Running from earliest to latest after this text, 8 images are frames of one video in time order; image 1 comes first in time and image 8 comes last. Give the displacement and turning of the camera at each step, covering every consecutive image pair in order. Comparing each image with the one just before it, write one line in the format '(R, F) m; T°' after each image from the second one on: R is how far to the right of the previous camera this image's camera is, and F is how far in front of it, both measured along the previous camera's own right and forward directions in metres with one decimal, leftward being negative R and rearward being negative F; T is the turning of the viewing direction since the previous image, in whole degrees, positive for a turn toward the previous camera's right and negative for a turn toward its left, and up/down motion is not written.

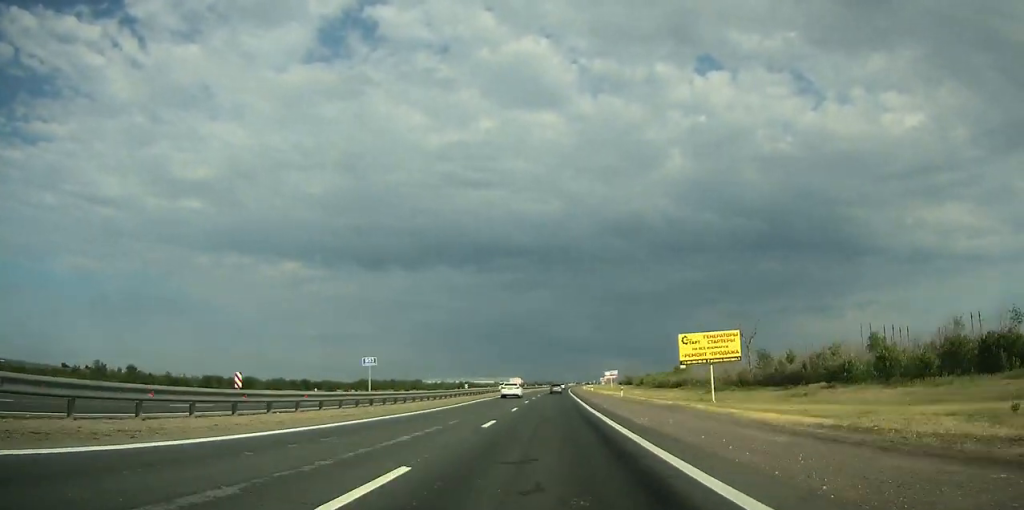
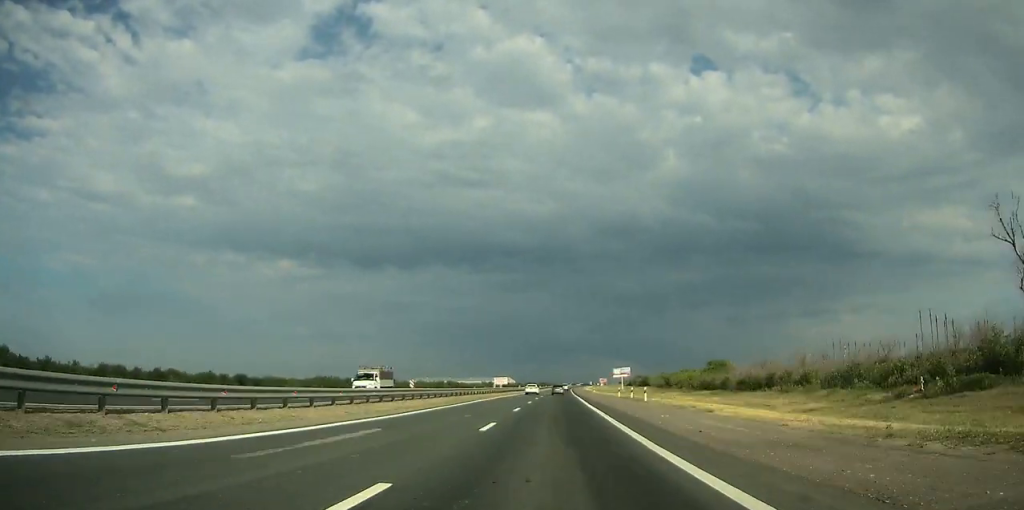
(+0.5, +60.8) m; +1°
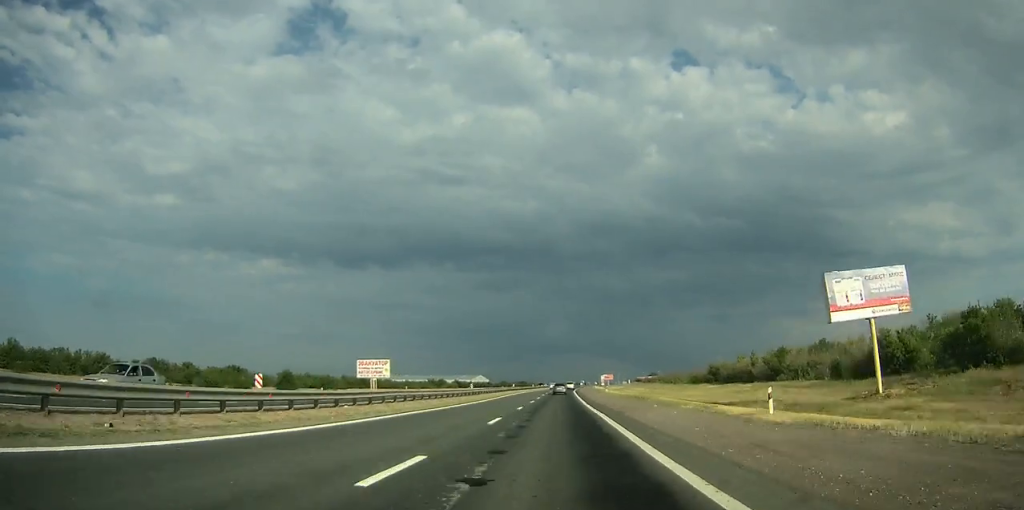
(+2.5, +180.1) m; +2°
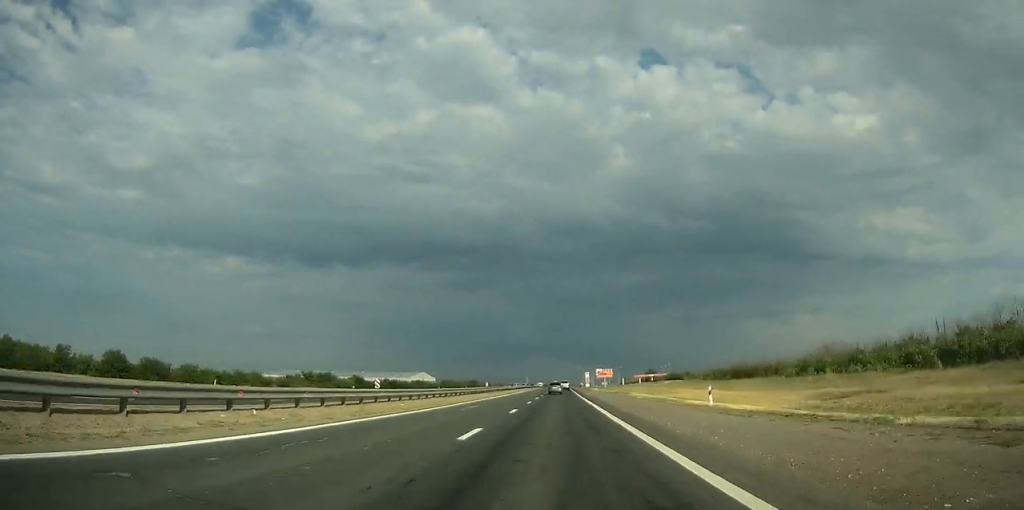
(+3.0, +147.8) m; +2°
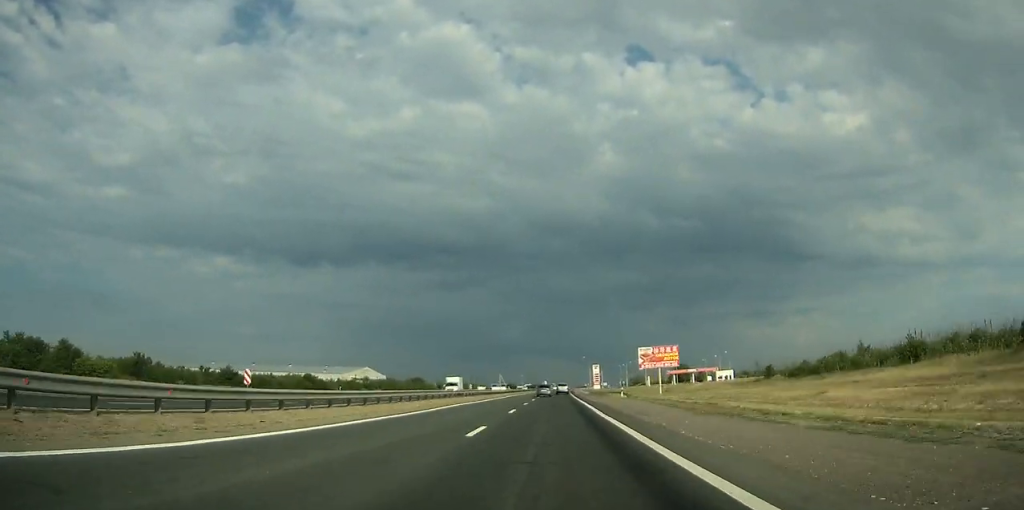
(+1.2, +128.3) m; +1°
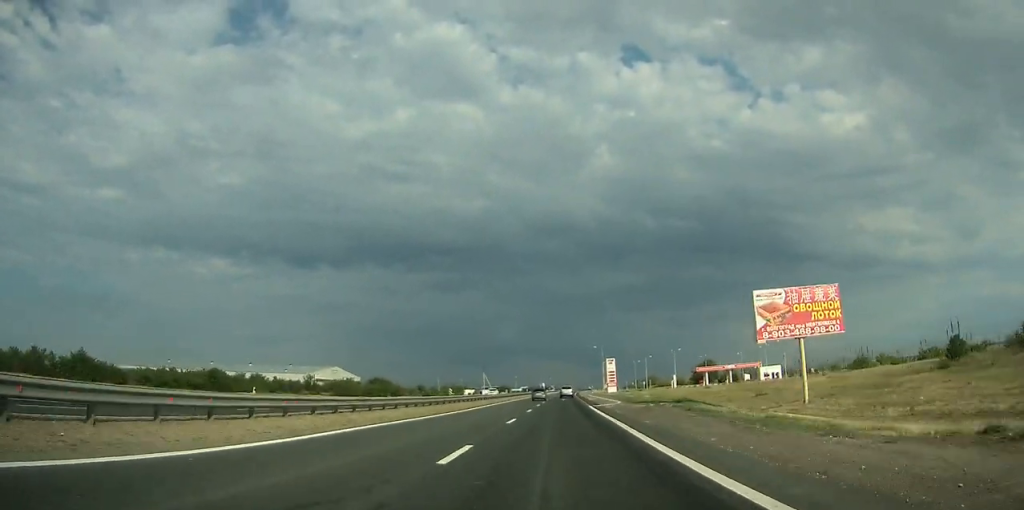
(0.0, +54.7) m; 0°
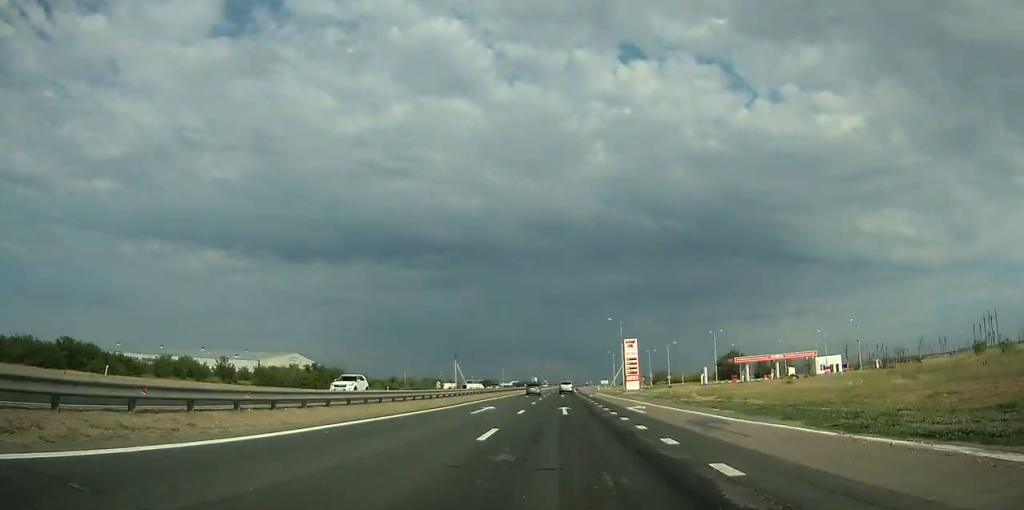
(+0.2, +45.9) m; +1°
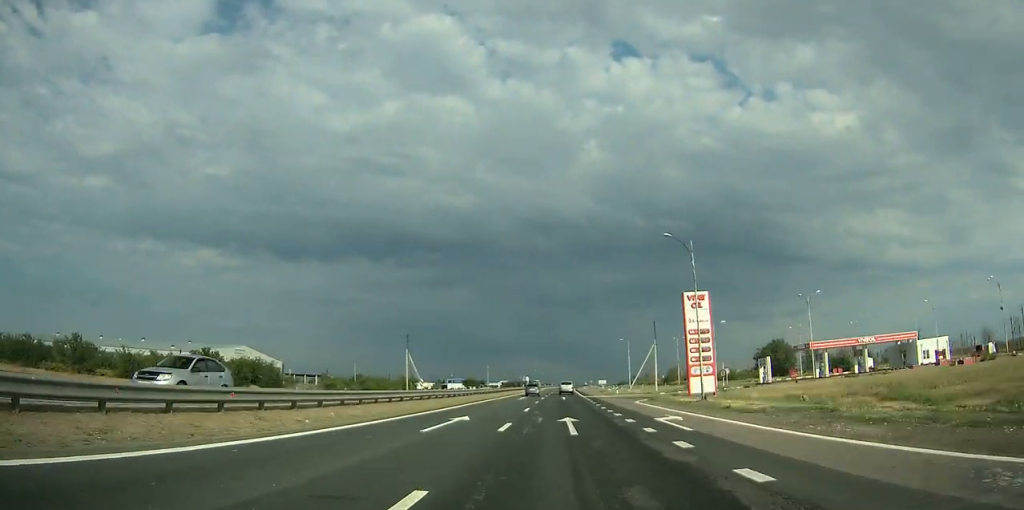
(+0.1, +45.5) m; +1°
